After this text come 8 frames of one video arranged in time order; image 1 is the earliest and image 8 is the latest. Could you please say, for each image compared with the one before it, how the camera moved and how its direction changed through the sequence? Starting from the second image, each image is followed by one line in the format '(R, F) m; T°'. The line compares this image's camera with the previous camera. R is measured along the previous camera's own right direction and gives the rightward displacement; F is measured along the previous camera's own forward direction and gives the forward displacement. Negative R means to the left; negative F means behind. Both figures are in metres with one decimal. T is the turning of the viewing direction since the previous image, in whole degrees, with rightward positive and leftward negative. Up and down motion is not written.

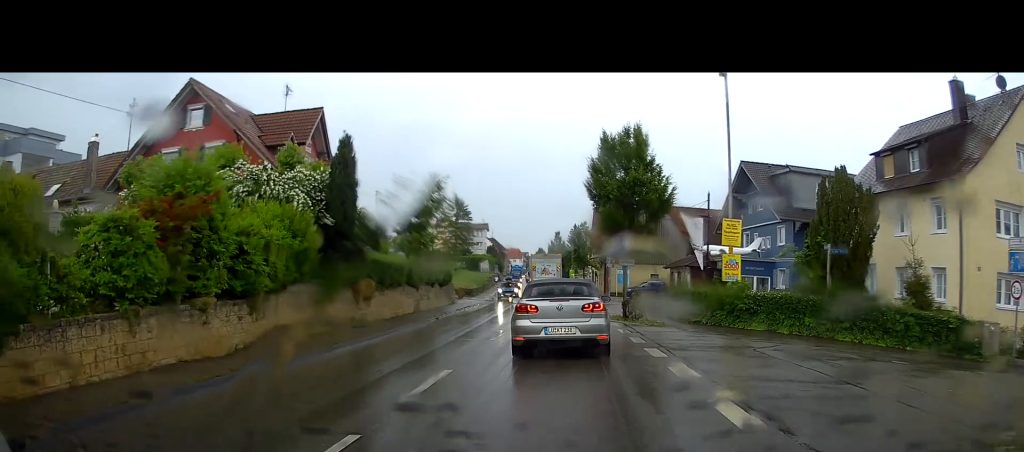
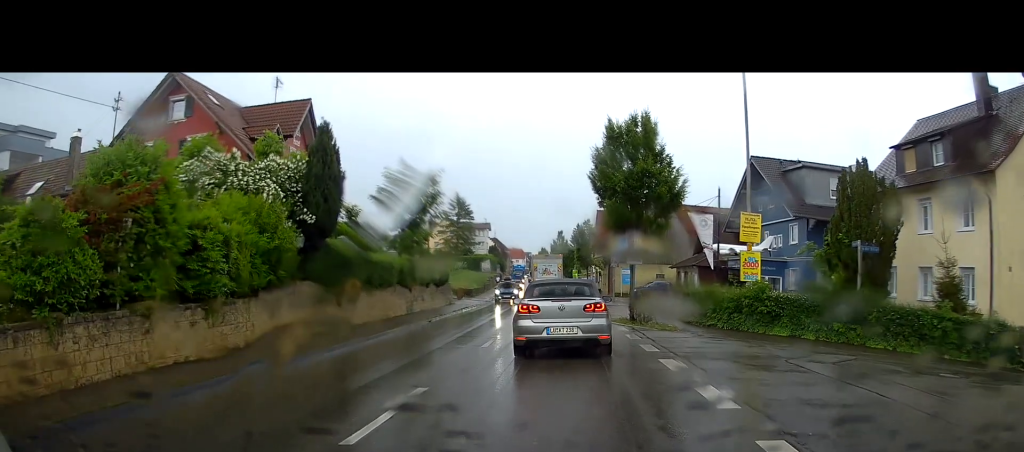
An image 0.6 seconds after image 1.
(+0.2, +2.0) m; 0°
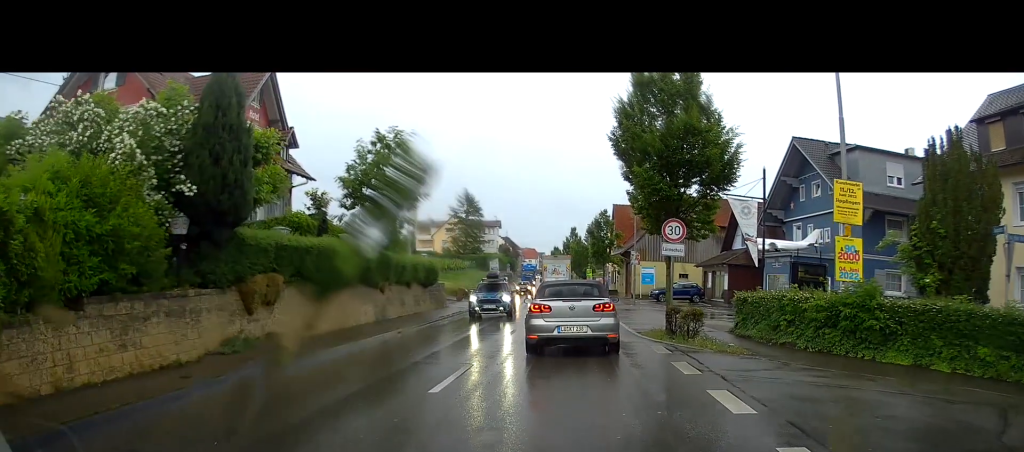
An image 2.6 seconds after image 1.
(-0.7, +6.2) m; -7°
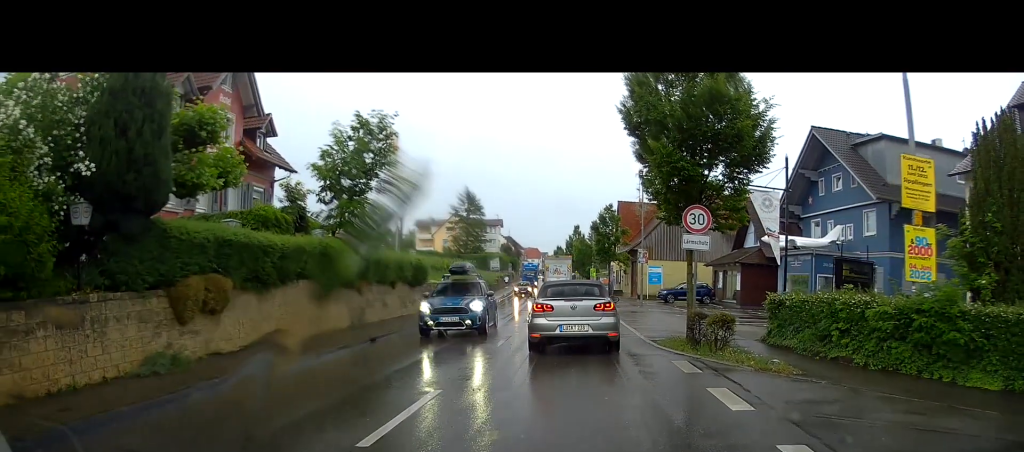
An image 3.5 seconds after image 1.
(0.0, +2.8) m; 0°
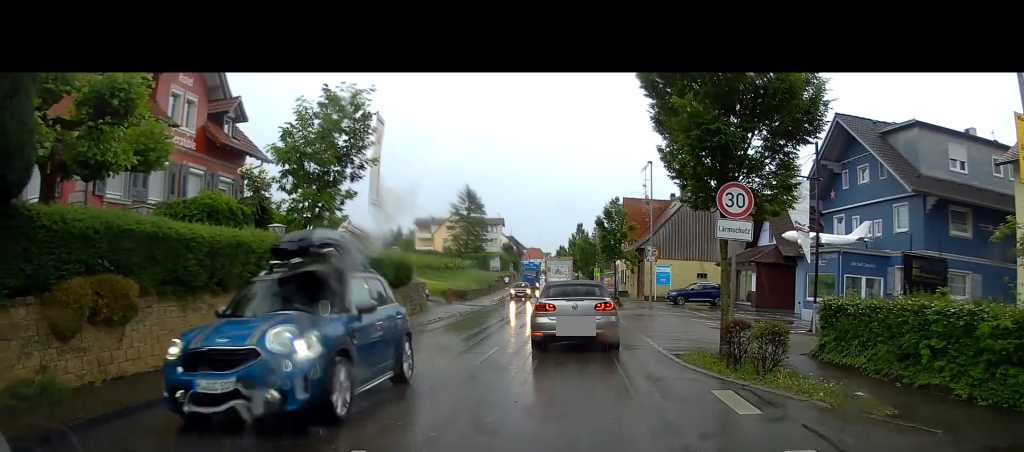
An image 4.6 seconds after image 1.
(0.0, +3.2) m; +1°
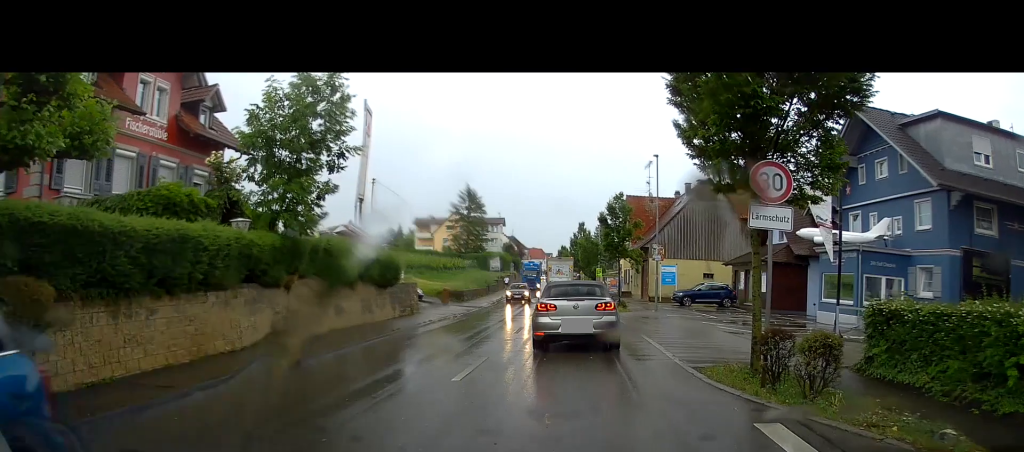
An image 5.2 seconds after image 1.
(0.0, +1.9) m; 0°
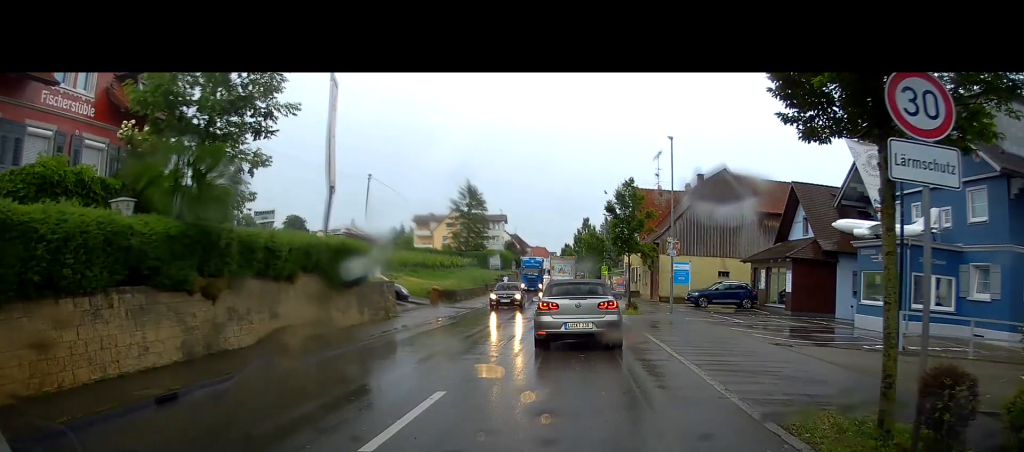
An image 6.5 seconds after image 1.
(0.0, +3.6) m; -1°
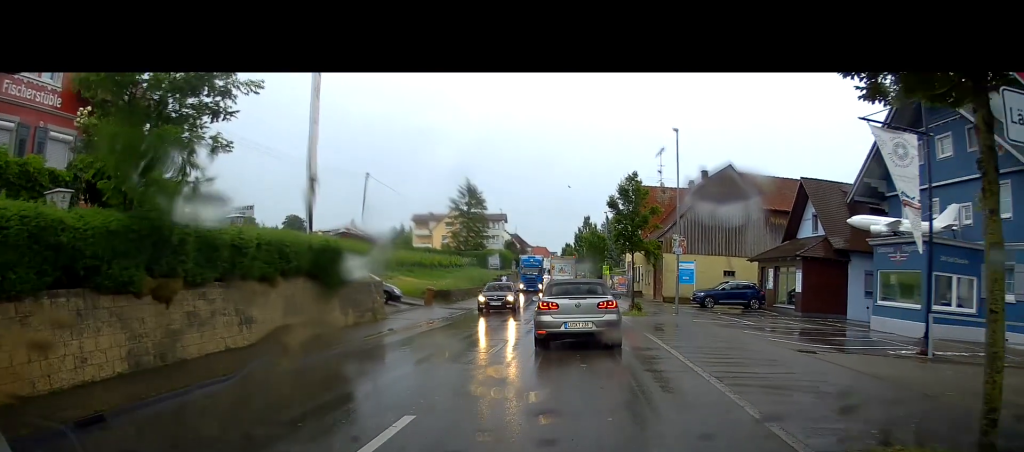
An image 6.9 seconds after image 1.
(0.0, +1.4) m; 0°
